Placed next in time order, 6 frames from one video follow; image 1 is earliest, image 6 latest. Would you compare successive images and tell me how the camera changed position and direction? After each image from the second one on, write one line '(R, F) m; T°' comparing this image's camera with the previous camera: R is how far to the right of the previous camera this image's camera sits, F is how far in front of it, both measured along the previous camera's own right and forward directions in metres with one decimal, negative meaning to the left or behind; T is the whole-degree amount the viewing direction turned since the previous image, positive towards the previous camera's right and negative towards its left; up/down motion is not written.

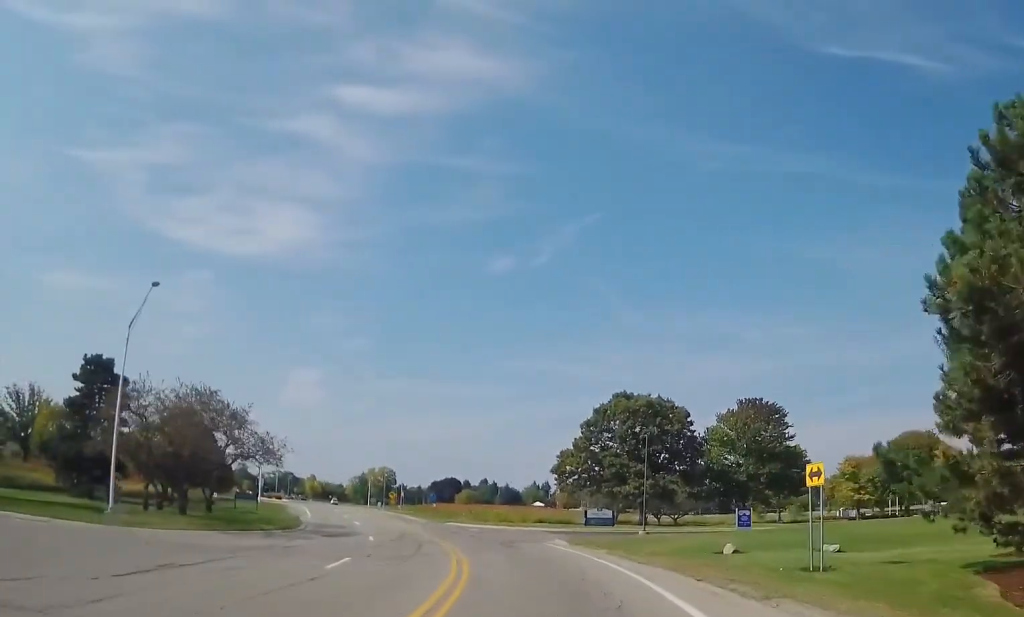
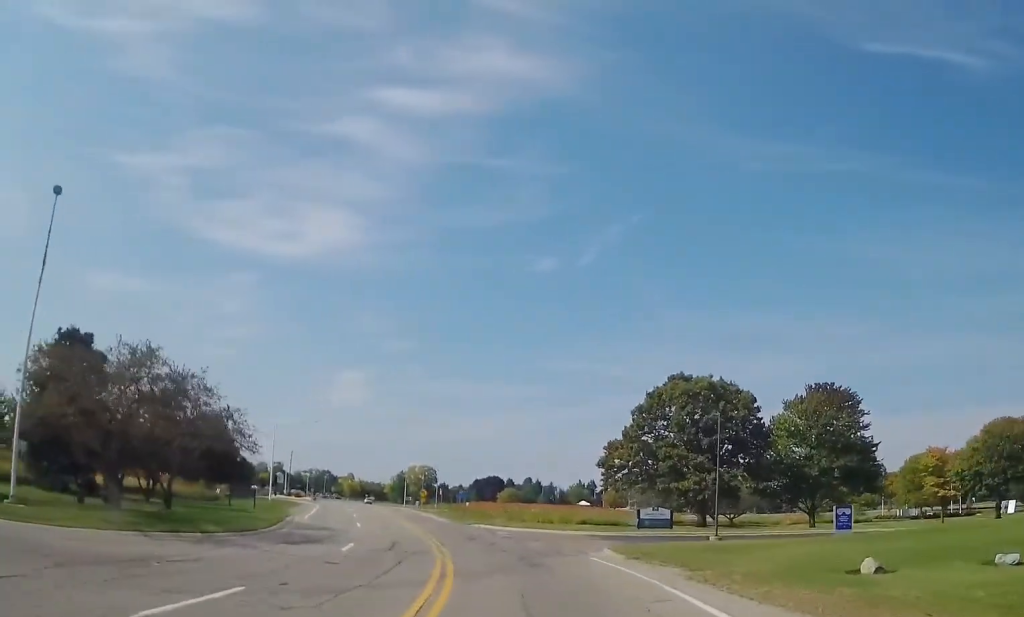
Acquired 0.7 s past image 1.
(-0.3, +9.7) m; -3°
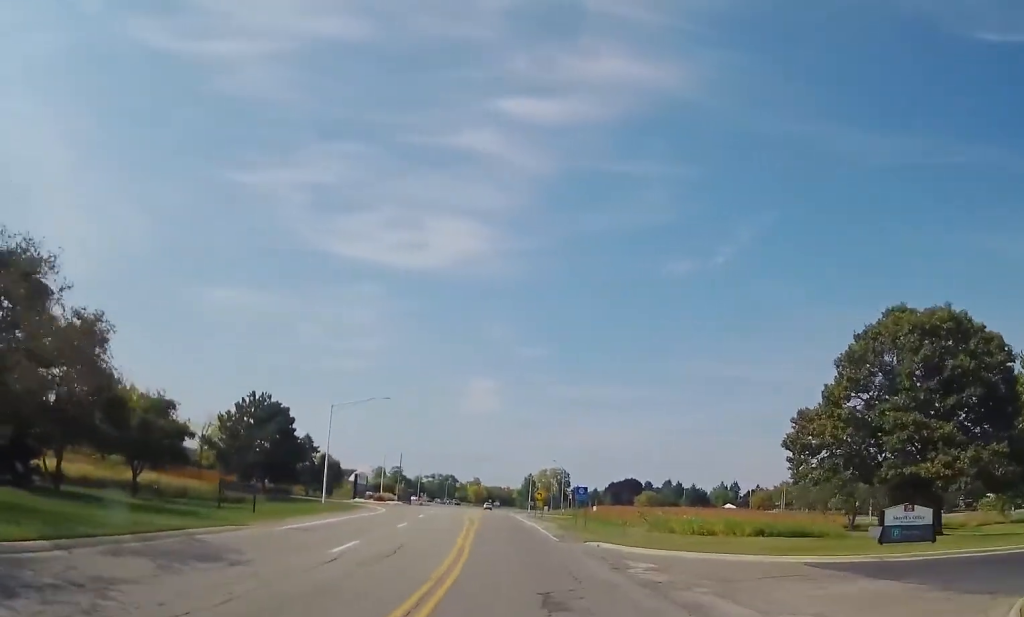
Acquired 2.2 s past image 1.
(-1.4, +21.7) m; -9°
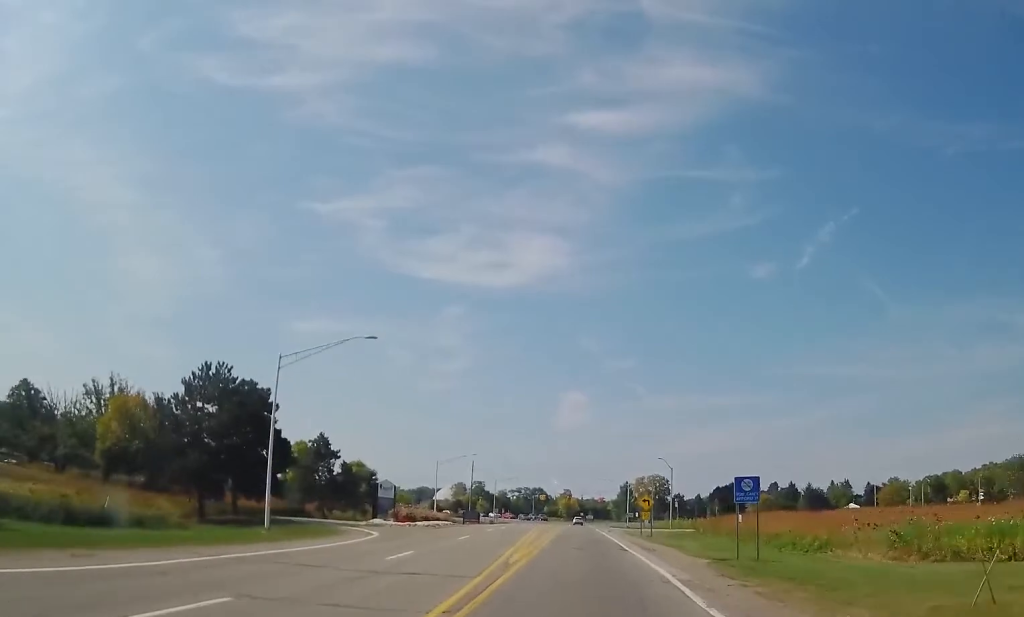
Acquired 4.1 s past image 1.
(-4.2, +27.6) m; -12°
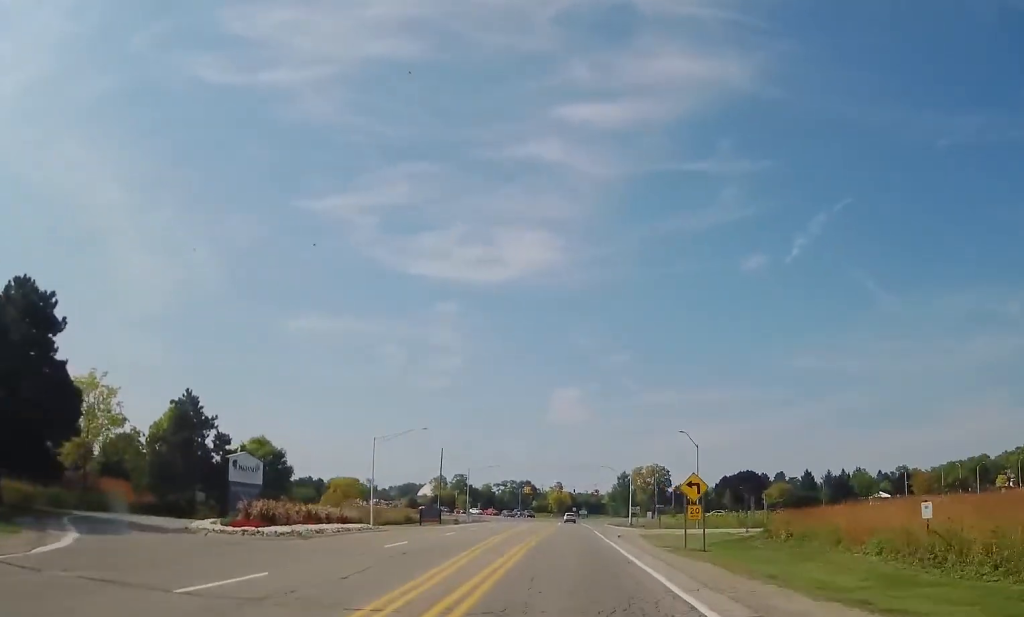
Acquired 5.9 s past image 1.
(+1.2, +25.7) m; +1°
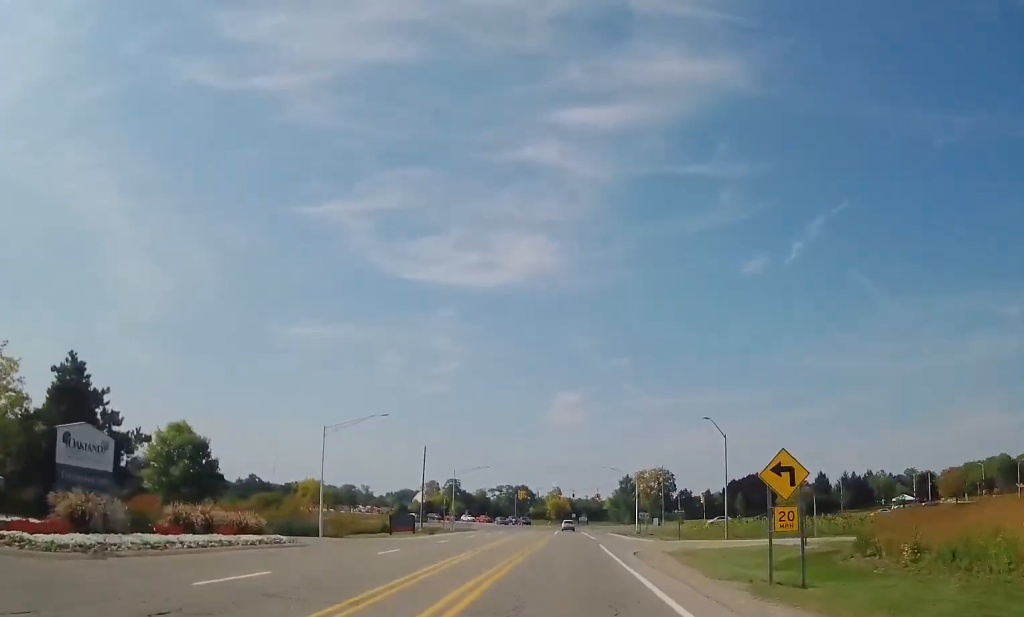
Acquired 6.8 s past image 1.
(-0.5, +13.2) m; 0°
